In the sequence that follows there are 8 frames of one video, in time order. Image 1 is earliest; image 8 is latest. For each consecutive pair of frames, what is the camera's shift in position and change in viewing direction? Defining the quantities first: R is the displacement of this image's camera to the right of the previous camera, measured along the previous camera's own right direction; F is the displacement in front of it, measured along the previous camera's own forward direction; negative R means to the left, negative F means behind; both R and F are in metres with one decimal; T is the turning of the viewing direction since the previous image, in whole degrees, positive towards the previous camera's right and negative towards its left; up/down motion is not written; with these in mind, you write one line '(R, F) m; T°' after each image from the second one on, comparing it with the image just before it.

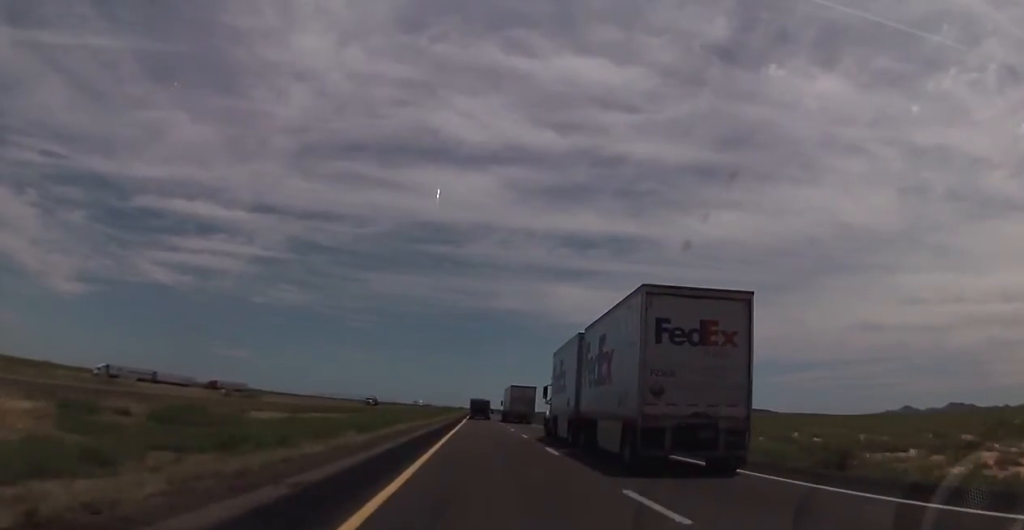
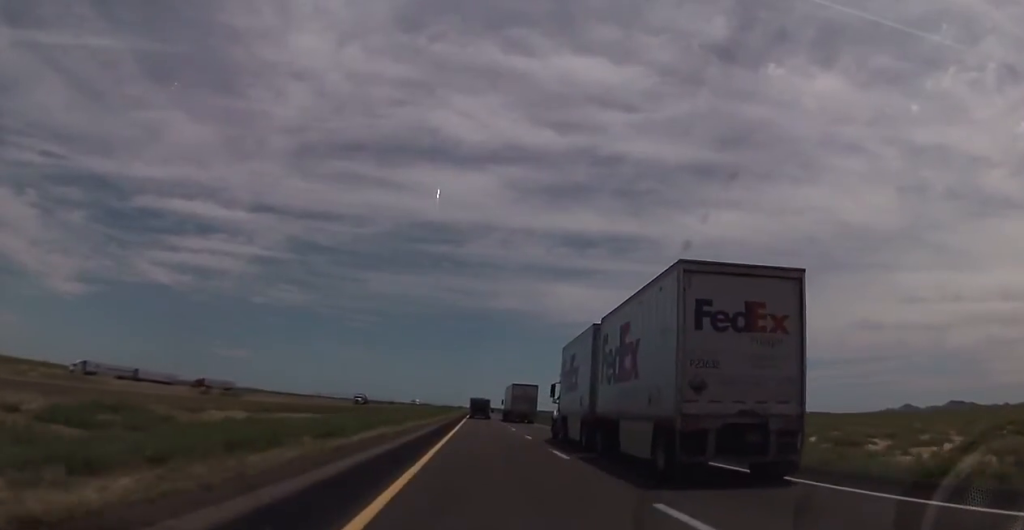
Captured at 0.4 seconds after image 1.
(0.0, +15.3) m; 0°
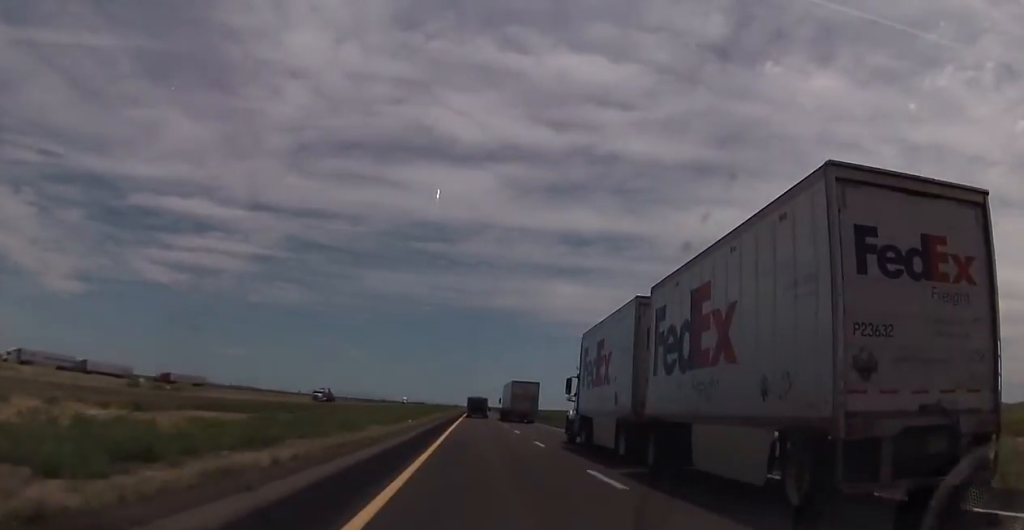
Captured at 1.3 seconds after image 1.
(+0.1, +30.6) m; 0°
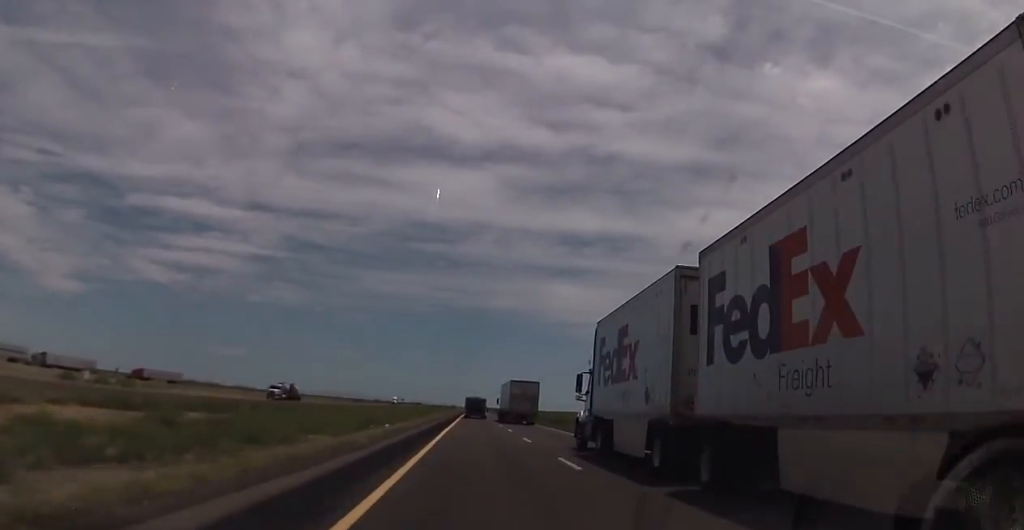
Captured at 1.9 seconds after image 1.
(+0.1, +20.4) m; 0°
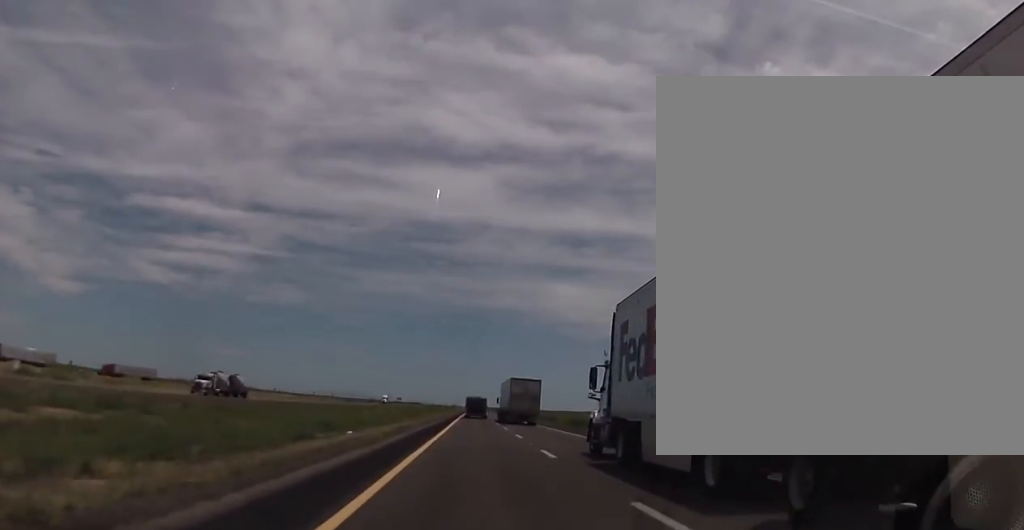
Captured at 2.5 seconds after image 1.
(0.0, +20.8) m; 0°
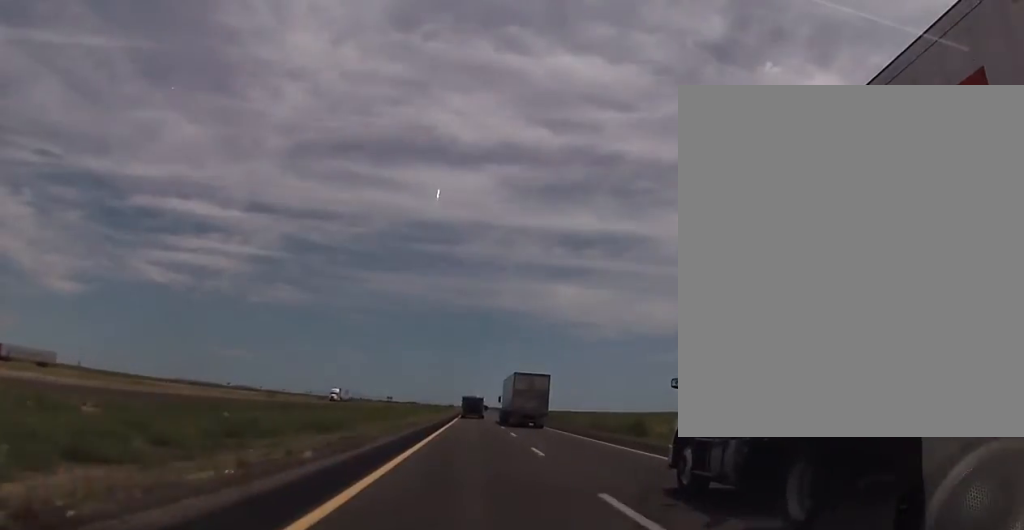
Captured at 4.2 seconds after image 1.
(0.0, +59.8) m; 0°
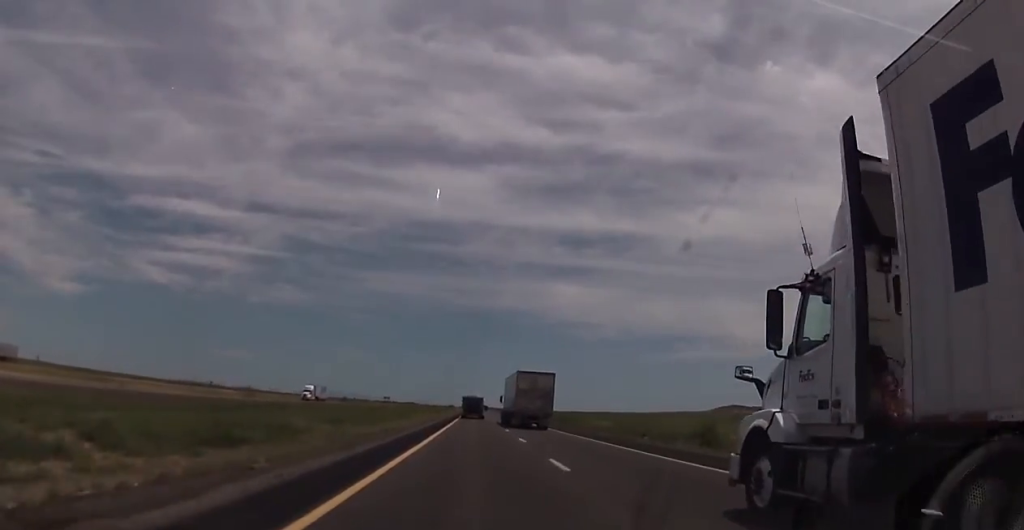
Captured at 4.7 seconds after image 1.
(0.0, +16.0) m; 0°
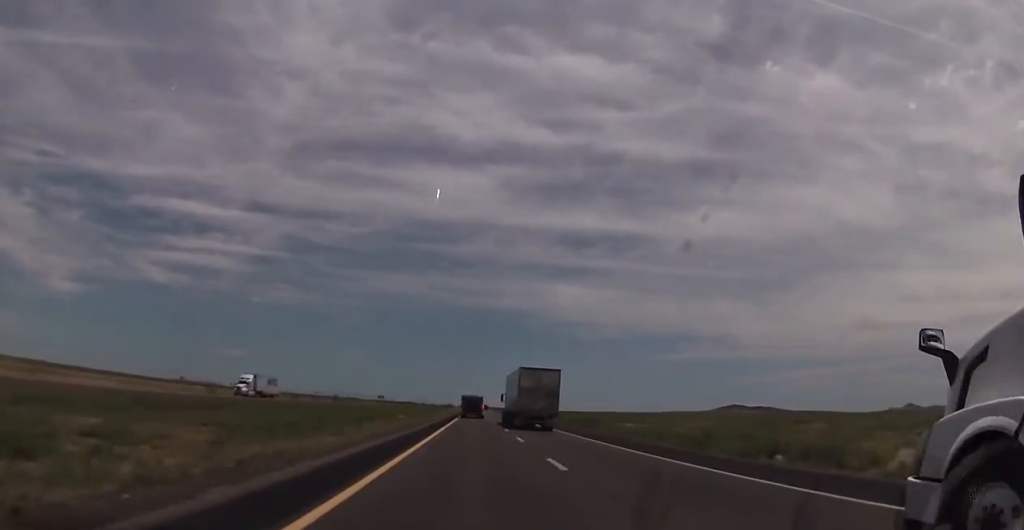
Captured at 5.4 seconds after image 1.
(0.0, +22.5) m; 0°
